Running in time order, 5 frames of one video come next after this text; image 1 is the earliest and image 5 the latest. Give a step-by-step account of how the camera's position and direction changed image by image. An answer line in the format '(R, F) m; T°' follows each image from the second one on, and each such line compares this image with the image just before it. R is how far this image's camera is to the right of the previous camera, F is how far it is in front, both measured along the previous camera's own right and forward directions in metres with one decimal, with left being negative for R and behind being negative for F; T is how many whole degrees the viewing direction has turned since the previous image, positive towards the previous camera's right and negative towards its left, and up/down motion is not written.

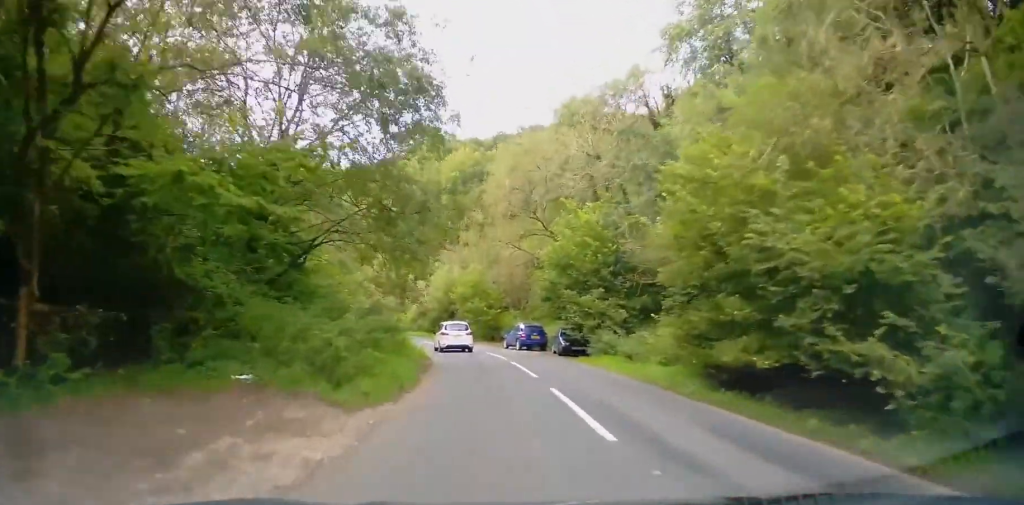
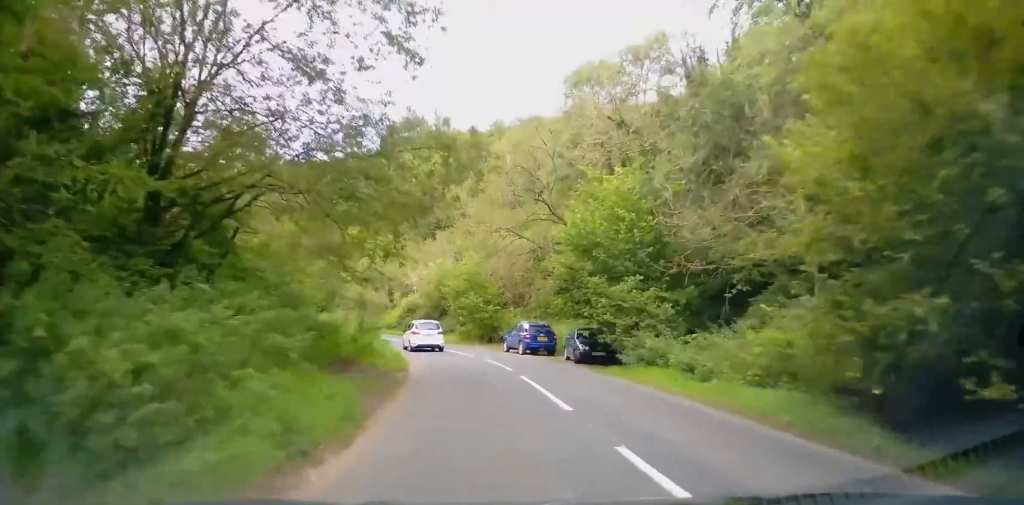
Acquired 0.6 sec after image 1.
(+0.2, +6.4) m; +2°
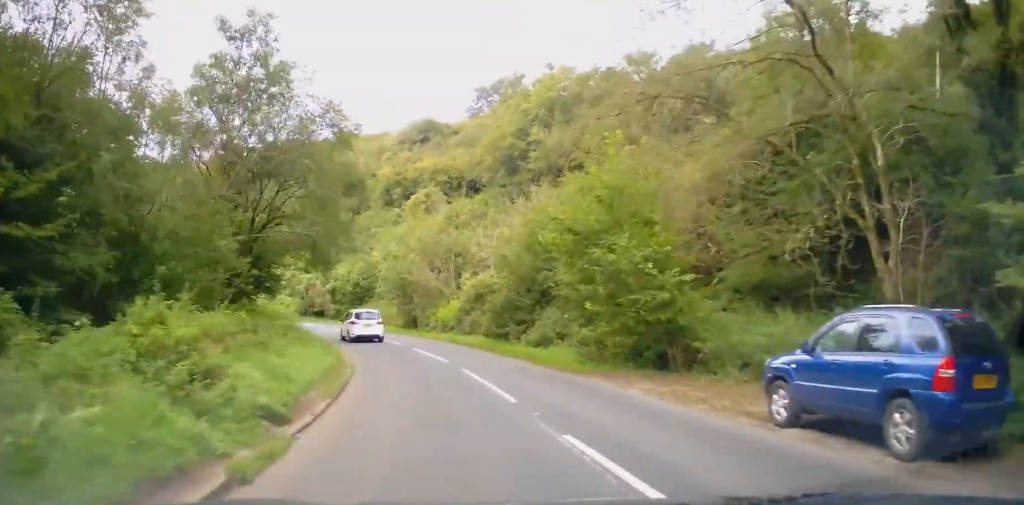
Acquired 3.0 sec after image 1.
(-0.4, +26.4) m; -7°
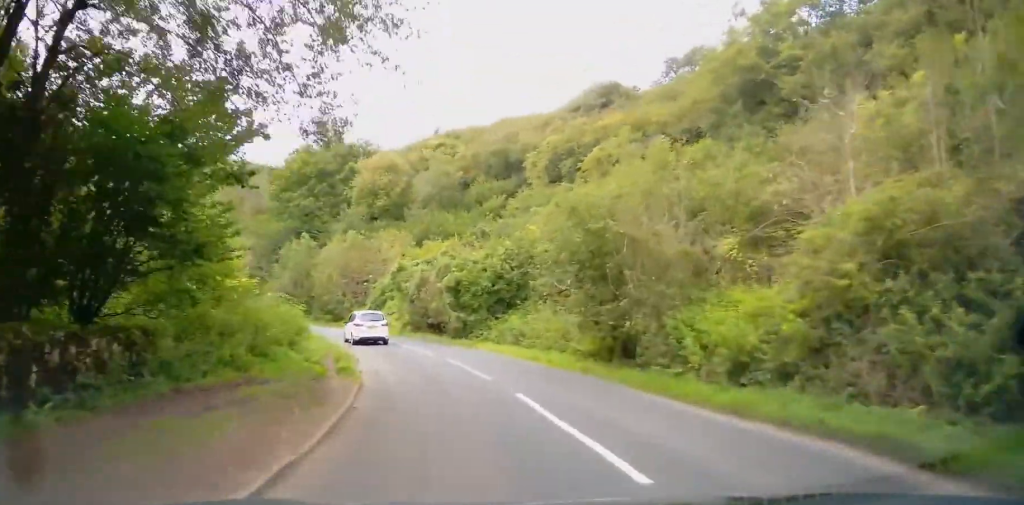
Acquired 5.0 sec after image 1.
(-4.6, +22.9) m; -21°
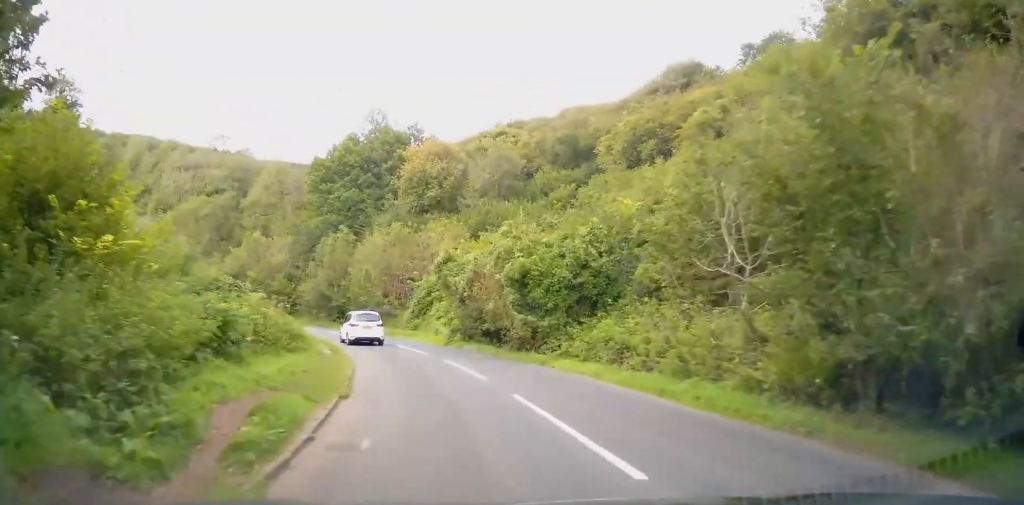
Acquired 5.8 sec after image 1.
(-0.3, +8.9) m; -4°
